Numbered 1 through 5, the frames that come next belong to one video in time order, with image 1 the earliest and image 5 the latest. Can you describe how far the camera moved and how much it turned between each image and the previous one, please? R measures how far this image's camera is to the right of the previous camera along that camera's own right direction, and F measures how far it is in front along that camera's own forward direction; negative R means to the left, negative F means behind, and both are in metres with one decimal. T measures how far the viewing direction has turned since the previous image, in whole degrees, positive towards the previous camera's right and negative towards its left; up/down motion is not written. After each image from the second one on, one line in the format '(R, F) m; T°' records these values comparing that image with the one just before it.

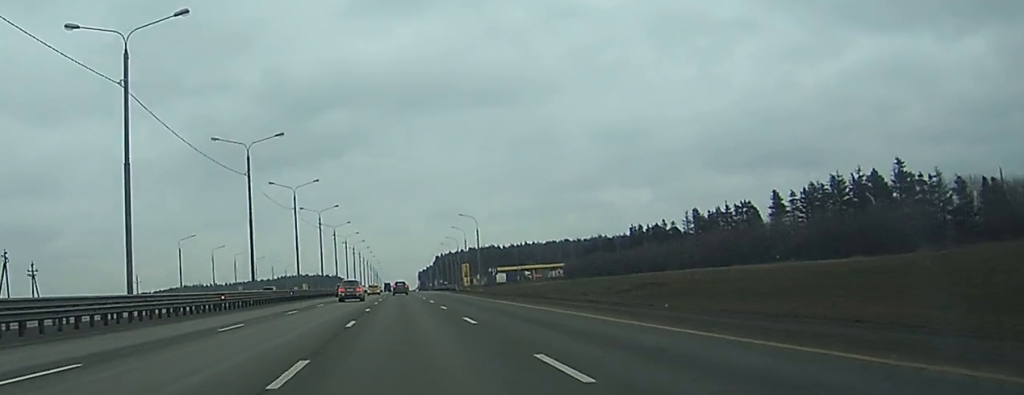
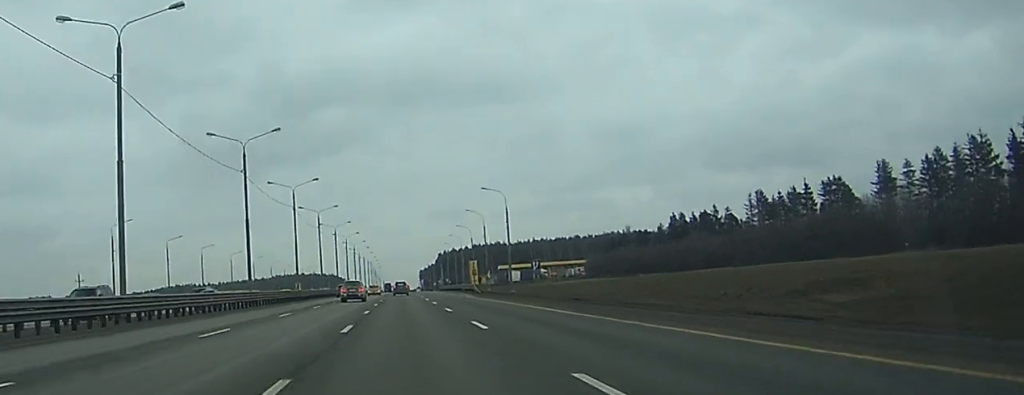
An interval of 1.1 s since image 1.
(0.0, +34.8) m; 0°
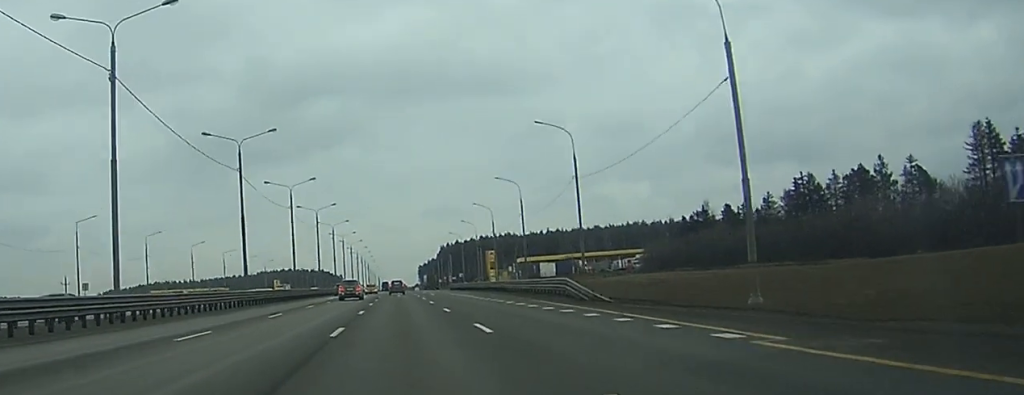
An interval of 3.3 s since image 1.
(+0.1, +66.0) m; 0°
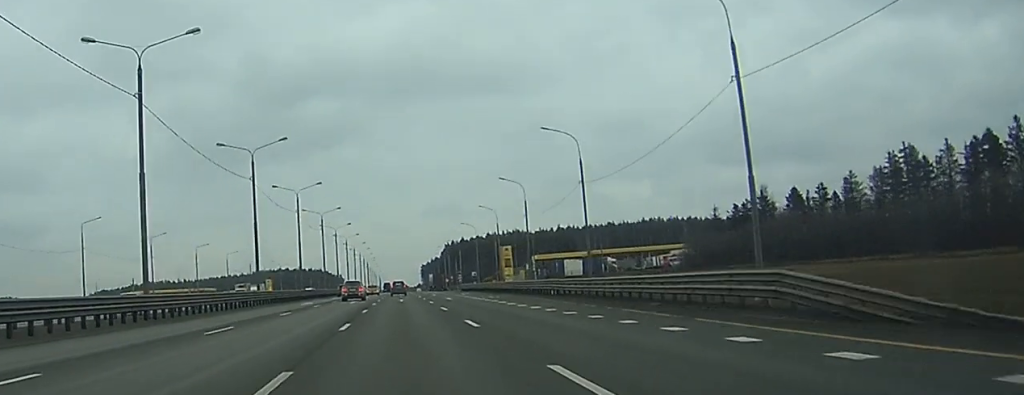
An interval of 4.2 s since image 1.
(0.0, +28.3) m; 0°
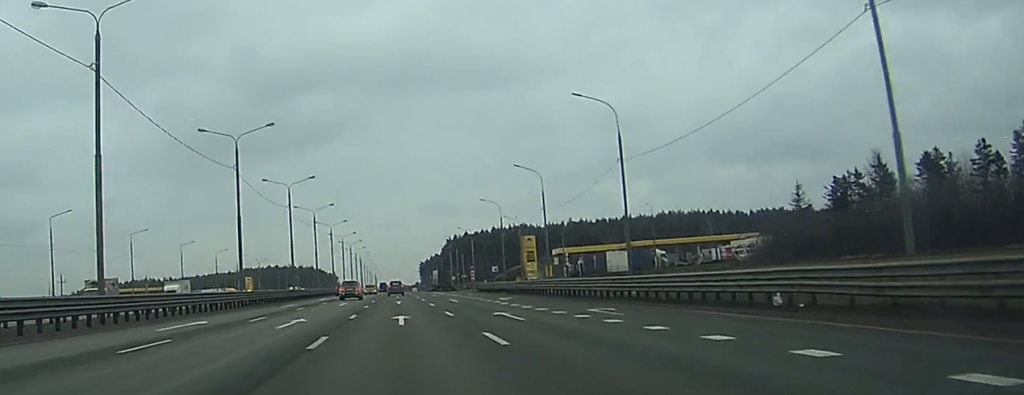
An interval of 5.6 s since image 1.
(-0.1, +40.2) m; 0°
